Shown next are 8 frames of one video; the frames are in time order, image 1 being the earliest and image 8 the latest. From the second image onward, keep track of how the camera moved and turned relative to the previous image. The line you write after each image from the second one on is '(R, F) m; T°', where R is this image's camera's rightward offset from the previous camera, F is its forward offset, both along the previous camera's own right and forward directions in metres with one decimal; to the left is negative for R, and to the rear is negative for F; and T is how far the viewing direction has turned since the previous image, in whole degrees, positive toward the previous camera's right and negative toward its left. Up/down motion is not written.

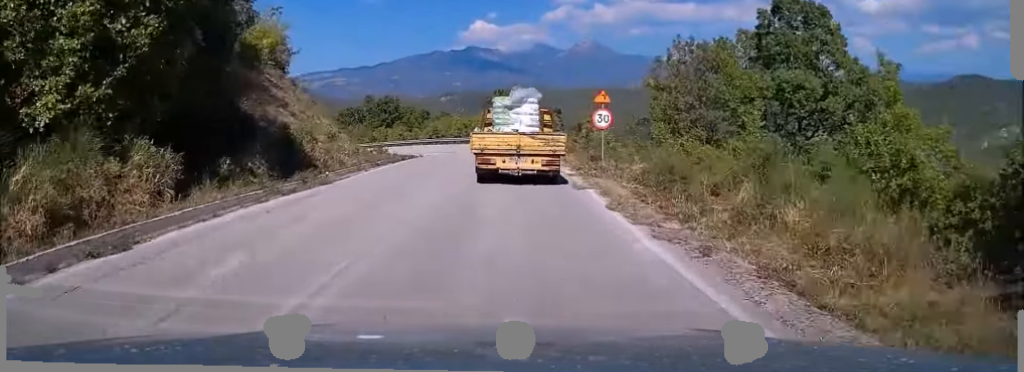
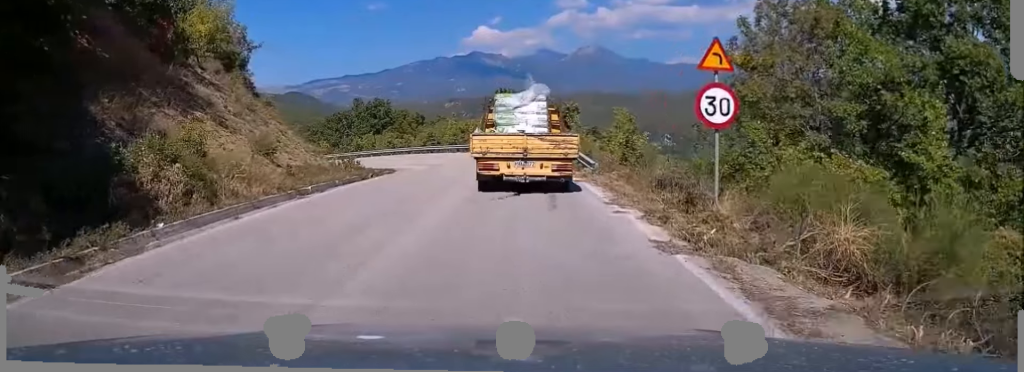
(0.0, +11.7) m; -1°
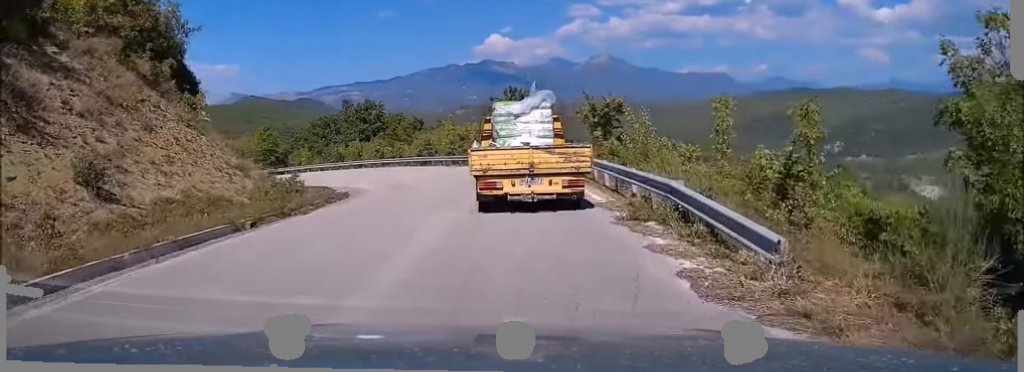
(-0.3, +14.1) m; -2°
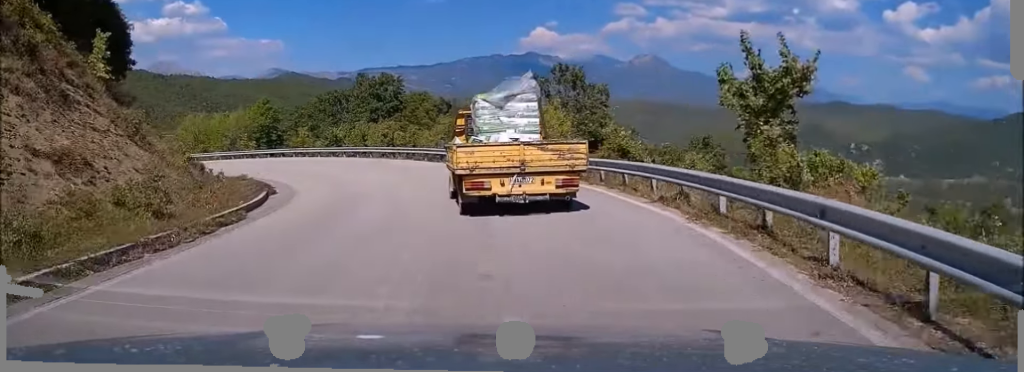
(-0.5, +15.8) m; -5°
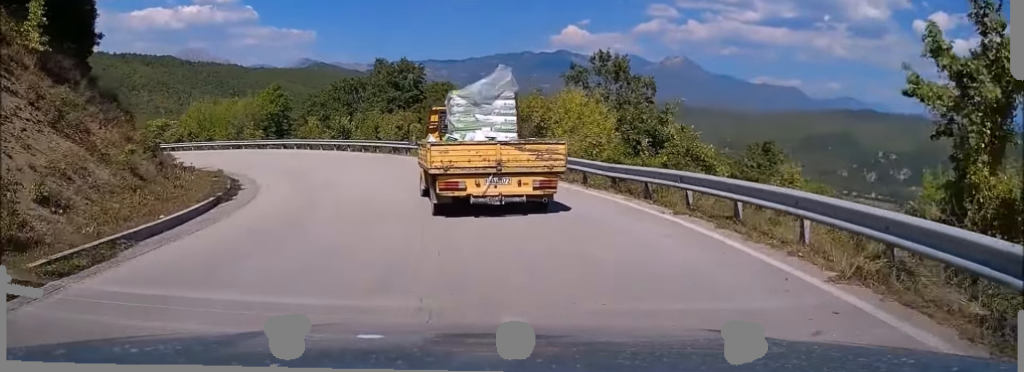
(-0.1, +6.5) m; -3°
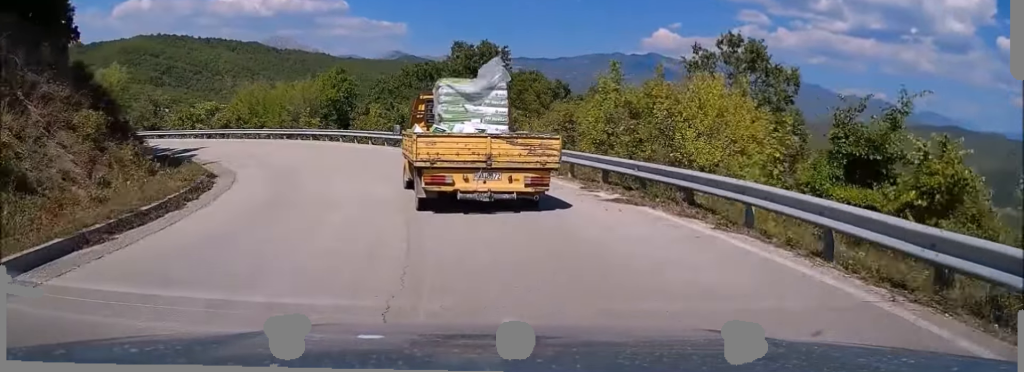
(-0.5, +9.7) m; -8°
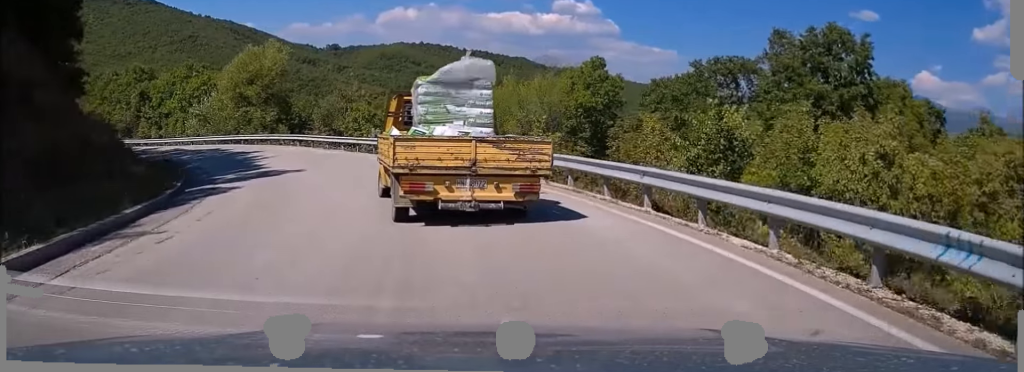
(-4.6, +22.5) m; -22°
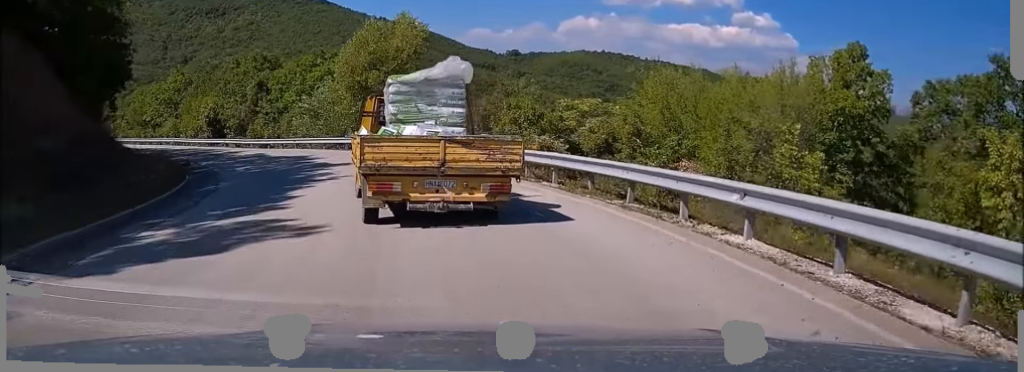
(-1.6, +14.5) m; -15°
